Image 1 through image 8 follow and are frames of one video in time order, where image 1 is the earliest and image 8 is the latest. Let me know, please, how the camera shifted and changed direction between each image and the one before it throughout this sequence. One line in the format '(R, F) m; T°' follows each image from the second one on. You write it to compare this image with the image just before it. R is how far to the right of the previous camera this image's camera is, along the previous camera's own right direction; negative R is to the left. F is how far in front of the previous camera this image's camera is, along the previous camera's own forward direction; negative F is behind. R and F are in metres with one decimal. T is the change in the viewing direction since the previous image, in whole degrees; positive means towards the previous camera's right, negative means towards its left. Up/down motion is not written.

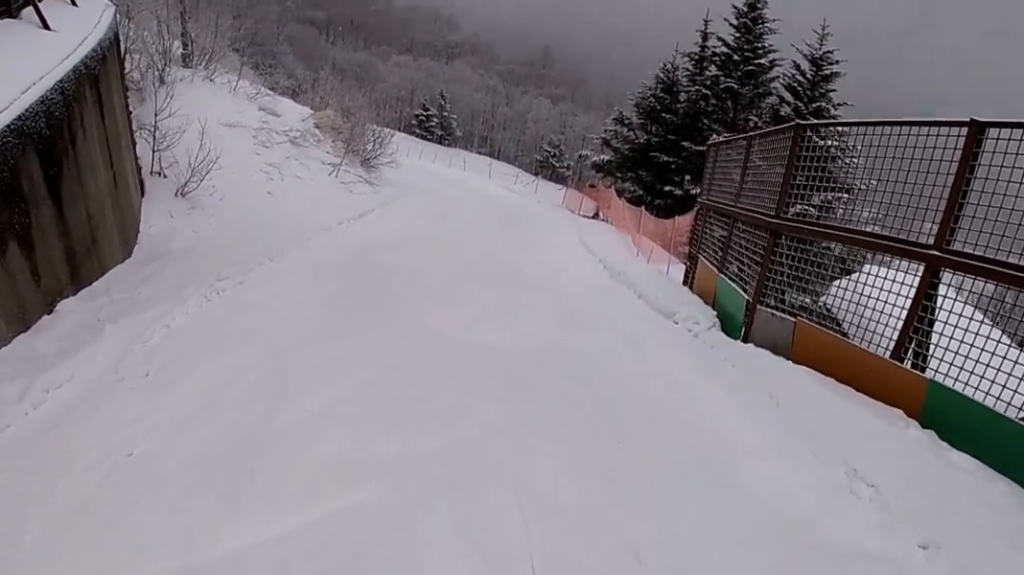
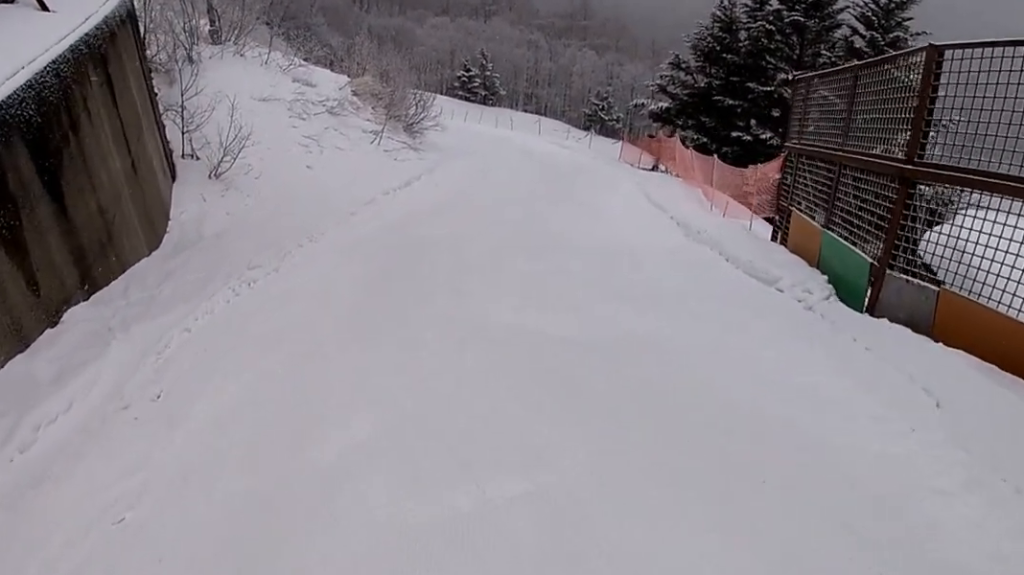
(-0.4, +1.5) m; +1°
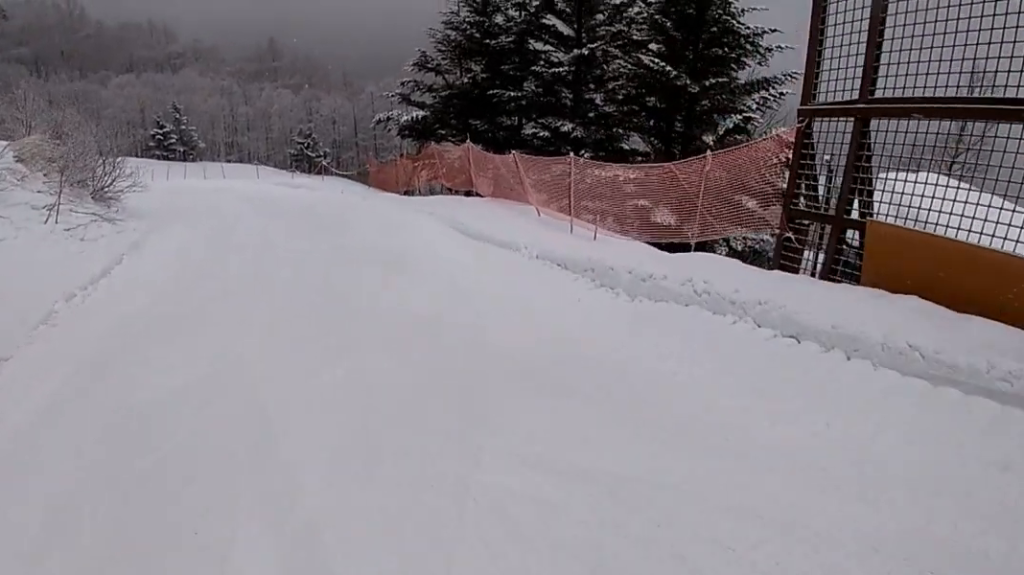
(+0.7, +6.6) m; +4°
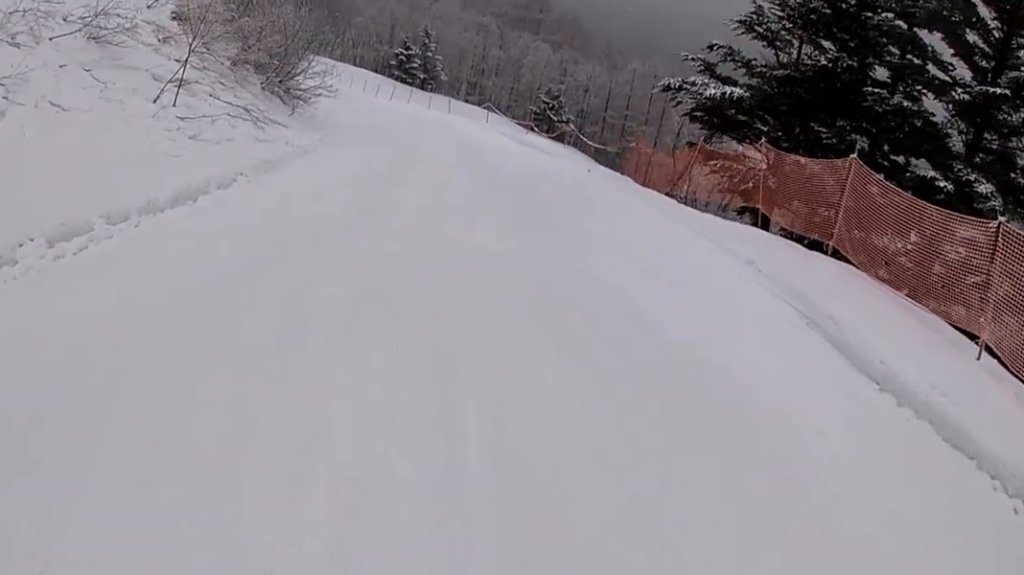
(-0.9, +5.7) m; -5°
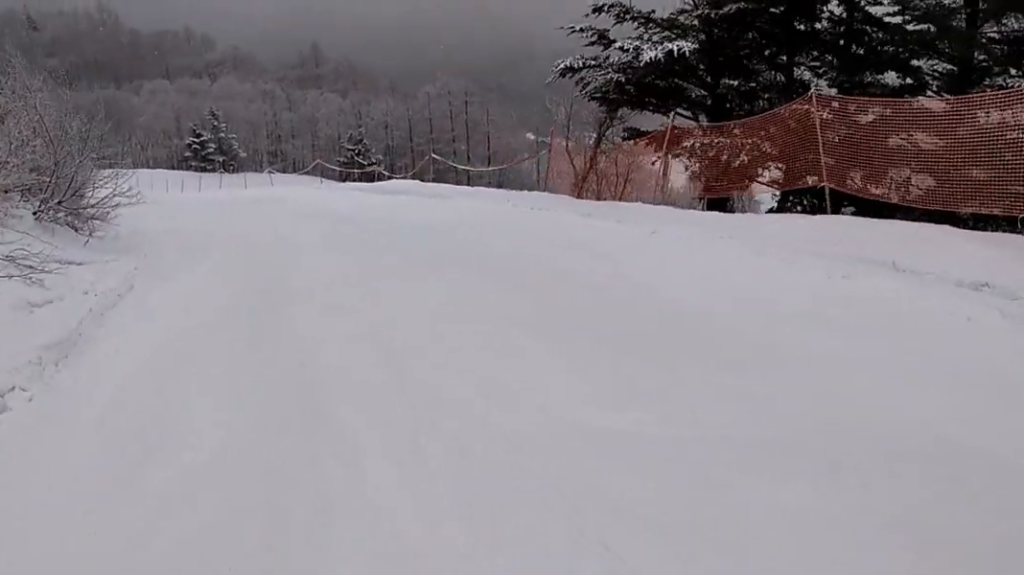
(+0.1, +4.1) m; +7°
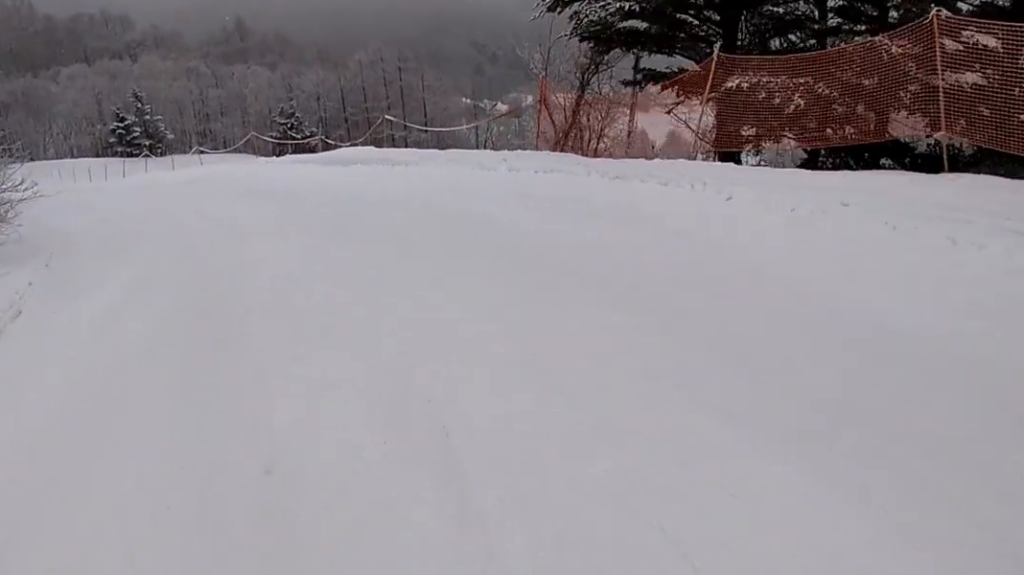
(+0.6, +2.1) m; +1°
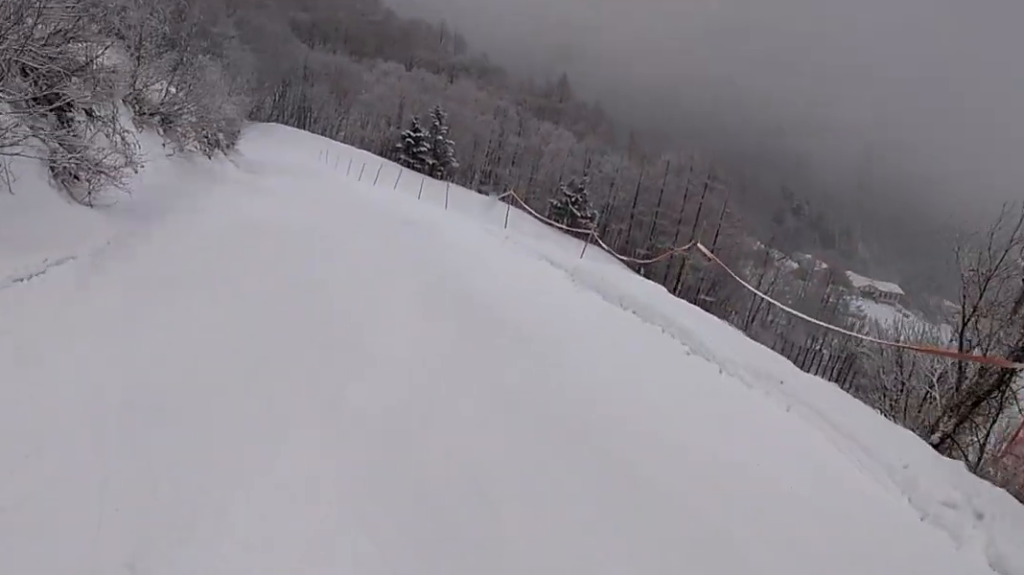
(-0.7, +4.7) m; -14°
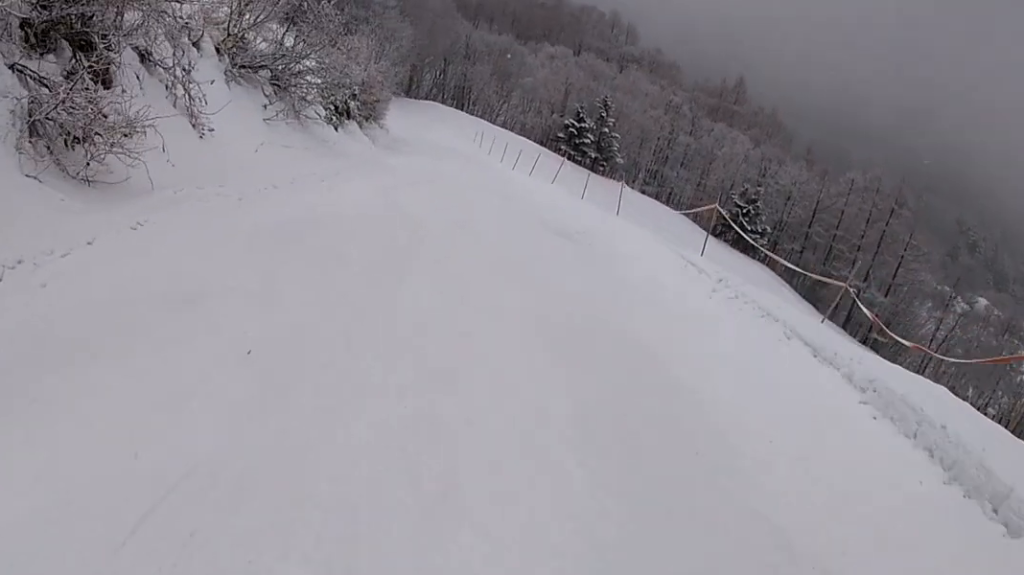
(-0.3, +3.7) m; -1°
